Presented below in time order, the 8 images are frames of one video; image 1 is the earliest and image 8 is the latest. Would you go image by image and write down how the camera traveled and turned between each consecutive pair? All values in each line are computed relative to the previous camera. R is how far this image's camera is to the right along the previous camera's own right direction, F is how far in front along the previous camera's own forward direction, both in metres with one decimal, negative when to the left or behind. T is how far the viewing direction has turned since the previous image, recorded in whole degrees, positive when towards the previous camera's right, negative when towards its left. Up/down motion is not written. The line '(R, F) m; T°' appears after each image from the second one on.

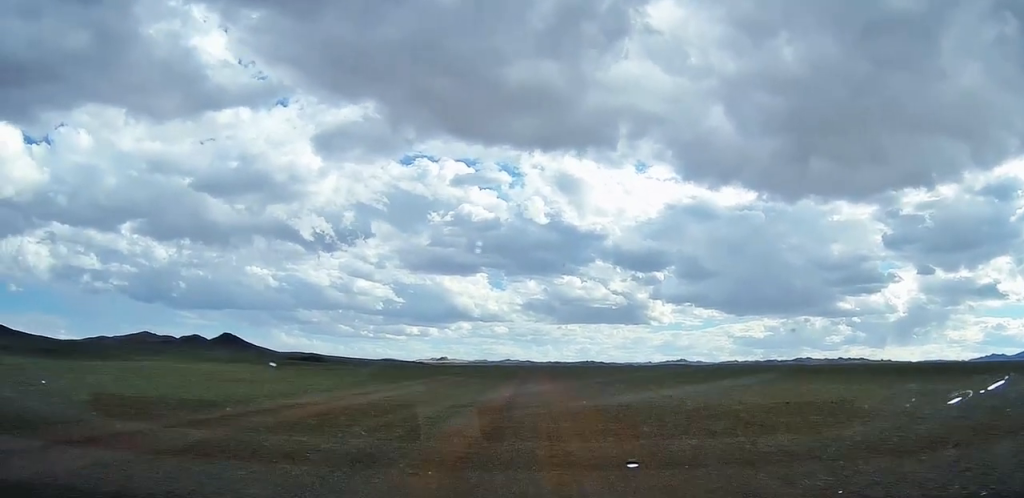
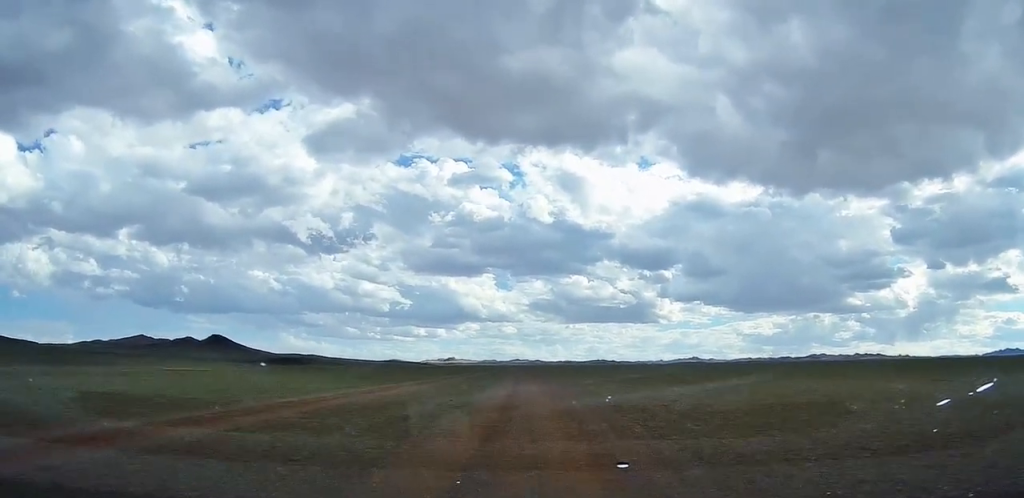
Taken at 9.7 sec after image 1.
(-2.6, +161.8) m; -1°
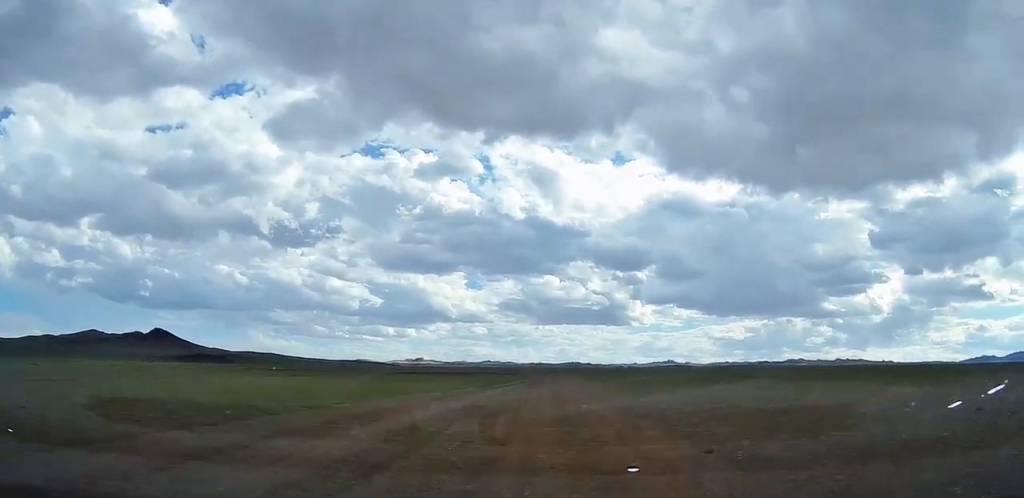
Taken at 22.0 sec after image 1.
(+3.6, +207.5) m; 0°
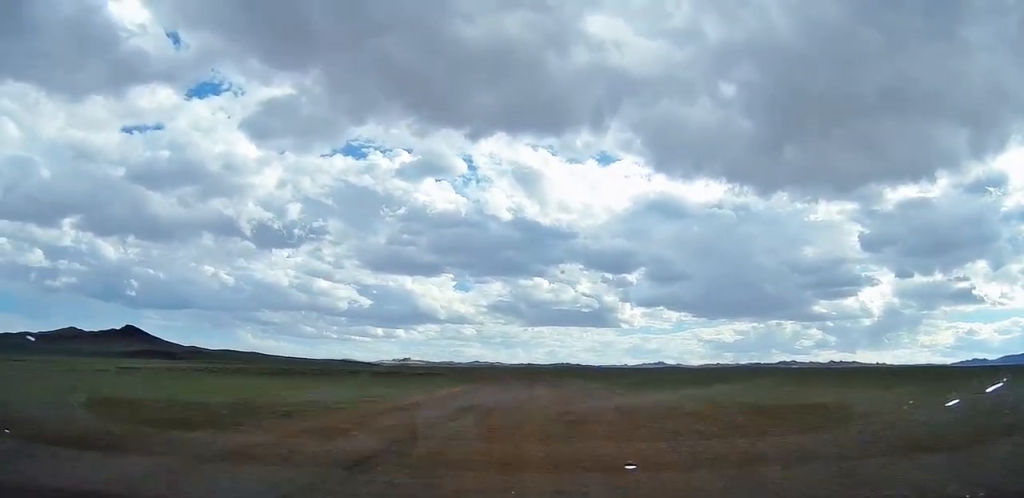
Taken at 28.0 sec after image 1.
(+2.9, +98.3) m; -2°
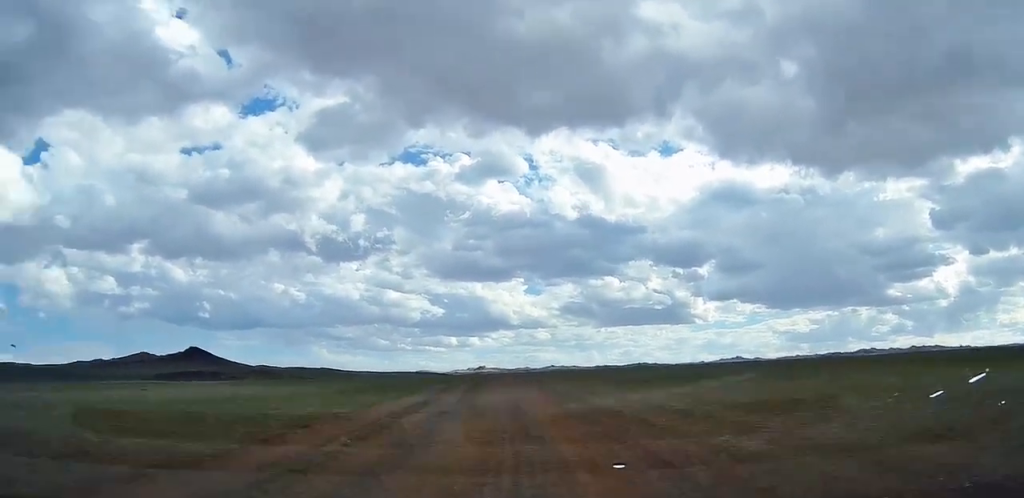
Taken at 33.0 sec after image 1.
(-7.0, +80.5) m; -2°
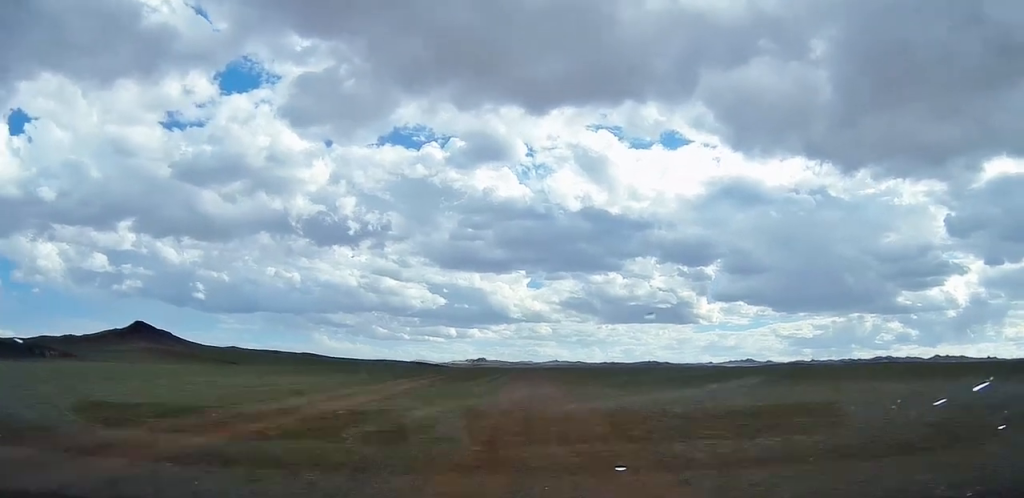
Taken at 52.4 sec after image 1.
(-3.5, +331.7) m; -1°
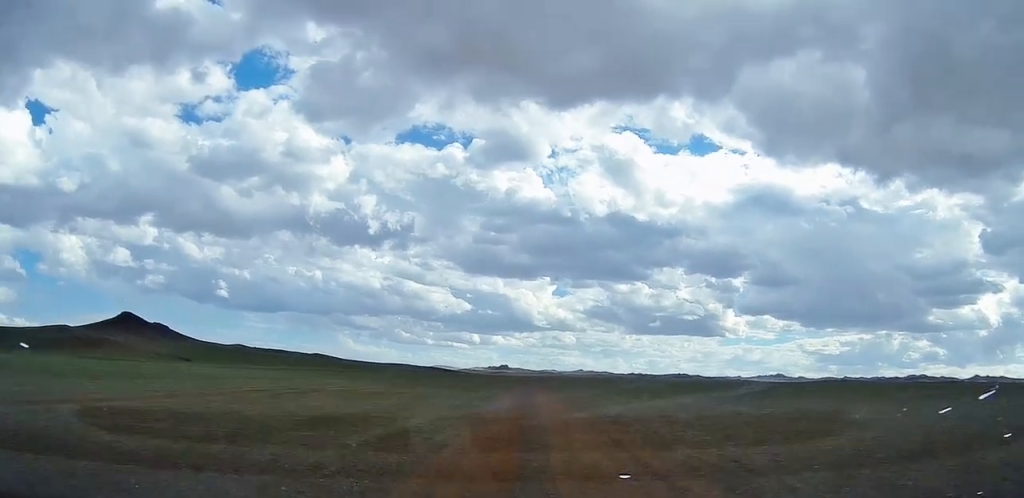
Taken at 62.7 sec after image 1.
(-3.1, +180.8) m; -2°
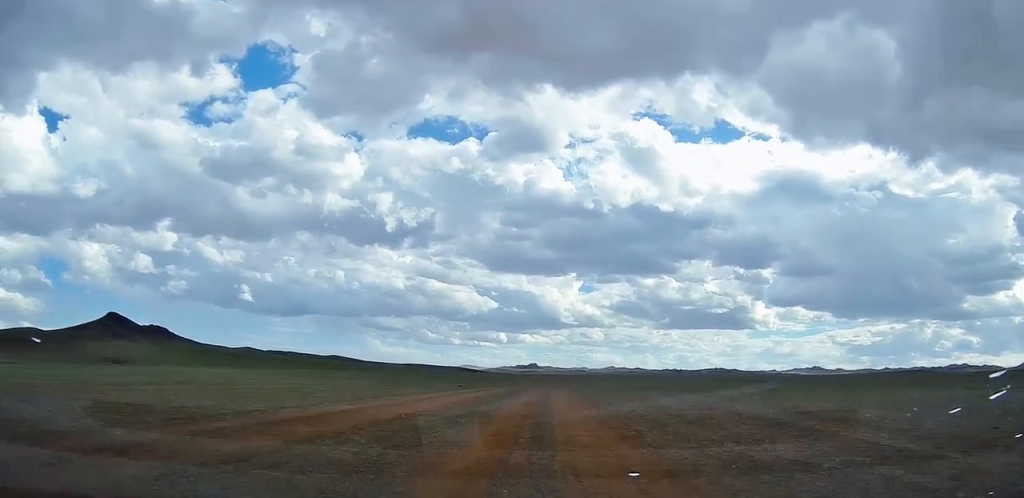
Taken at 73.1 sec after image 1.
(-1.6, +178.4) m; -2°
